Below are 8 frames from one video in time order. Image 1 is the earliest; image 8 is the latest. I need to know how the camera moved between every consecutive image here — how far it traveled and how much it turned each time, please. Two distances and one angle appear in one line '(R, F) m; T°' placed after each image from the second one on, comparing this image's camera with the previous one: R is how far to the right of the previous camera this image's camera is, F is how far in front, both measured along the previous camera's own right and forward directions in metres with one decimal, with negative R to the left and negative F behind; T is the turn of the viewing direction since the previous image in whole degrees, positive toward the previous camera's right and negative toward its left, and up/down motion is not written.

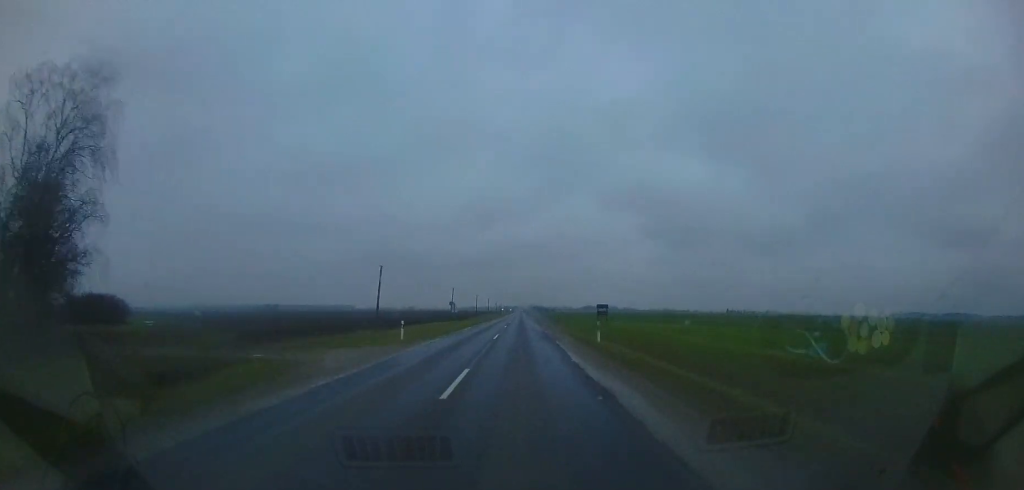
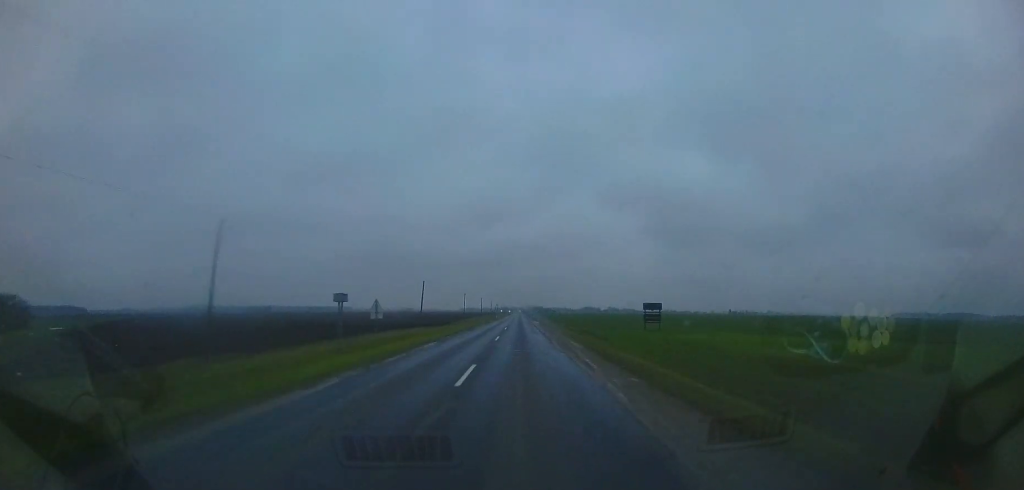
(0.0, +22.7) m; 0°
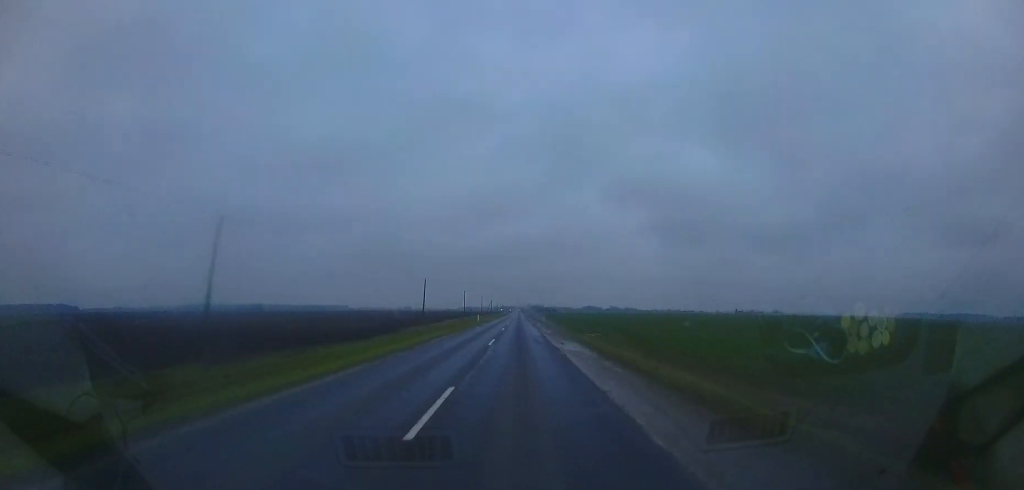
(+0.3, +38.9) m; +1°
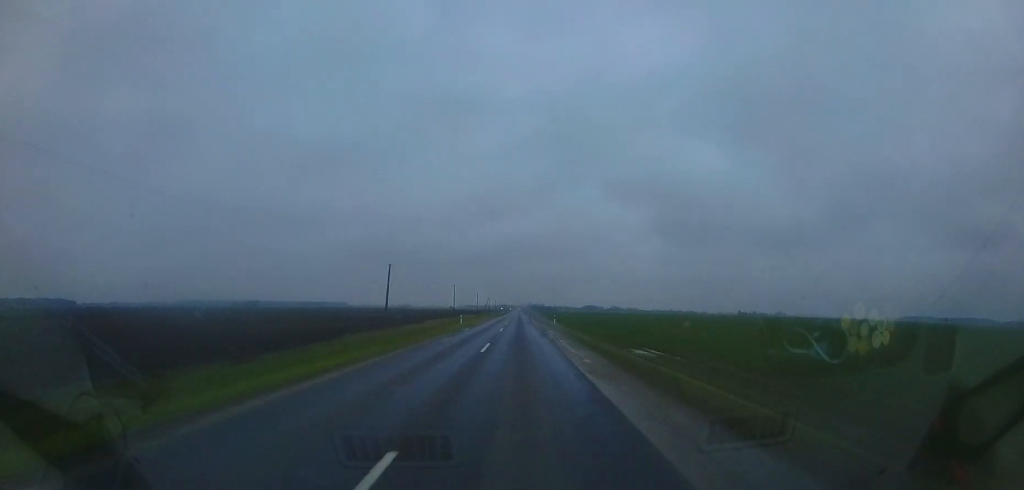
(0.0, +15.4) m; 0°
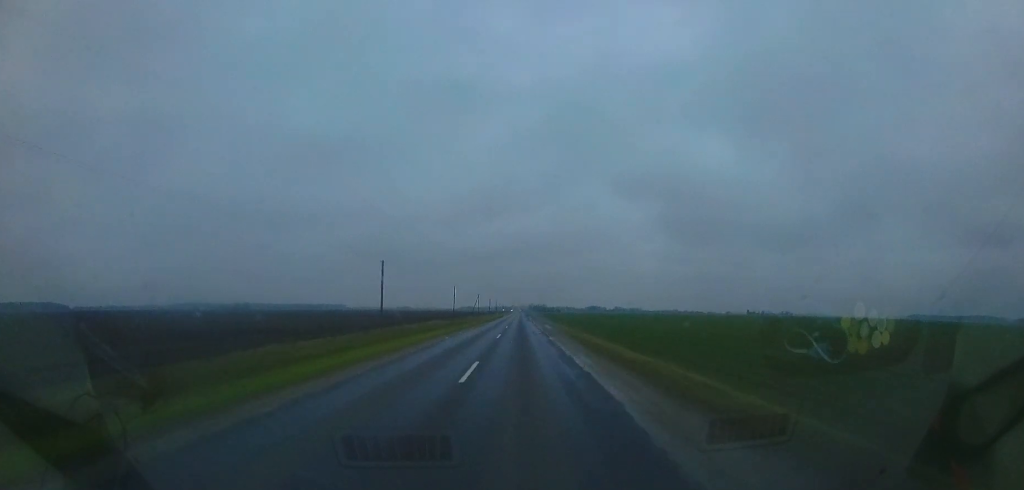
(+0.2, +41.1) m; 0°
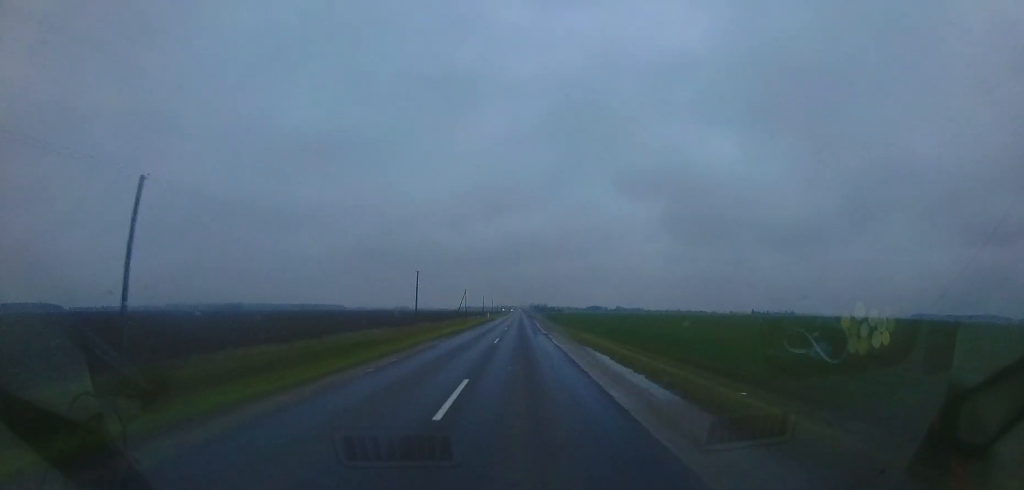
(-0.2, +26.7) m; 0°
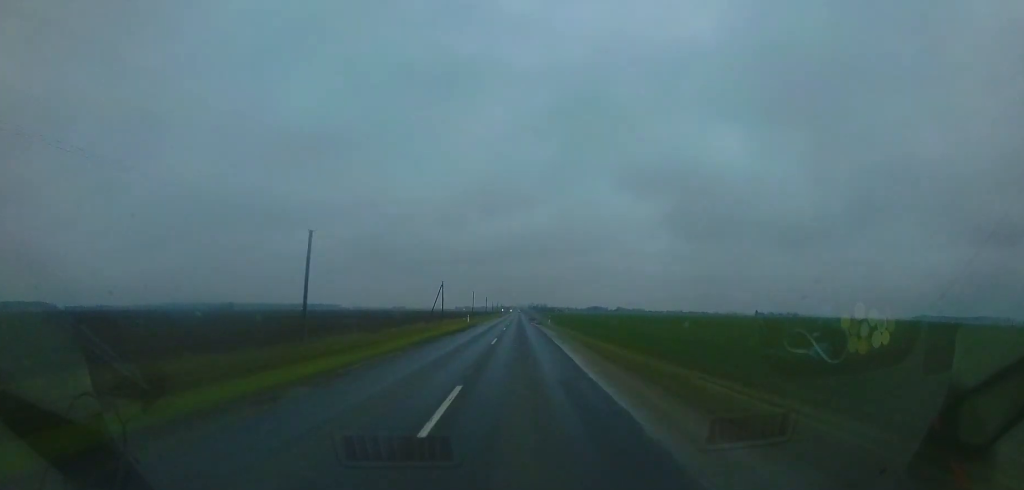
(0.0, +24.8) m; 0°
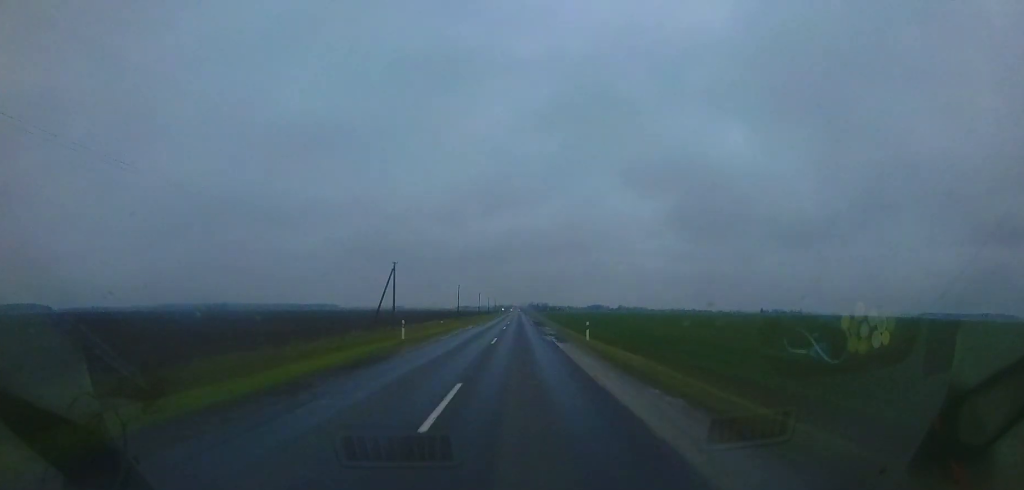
(0.0, +23.9) m; 0°
